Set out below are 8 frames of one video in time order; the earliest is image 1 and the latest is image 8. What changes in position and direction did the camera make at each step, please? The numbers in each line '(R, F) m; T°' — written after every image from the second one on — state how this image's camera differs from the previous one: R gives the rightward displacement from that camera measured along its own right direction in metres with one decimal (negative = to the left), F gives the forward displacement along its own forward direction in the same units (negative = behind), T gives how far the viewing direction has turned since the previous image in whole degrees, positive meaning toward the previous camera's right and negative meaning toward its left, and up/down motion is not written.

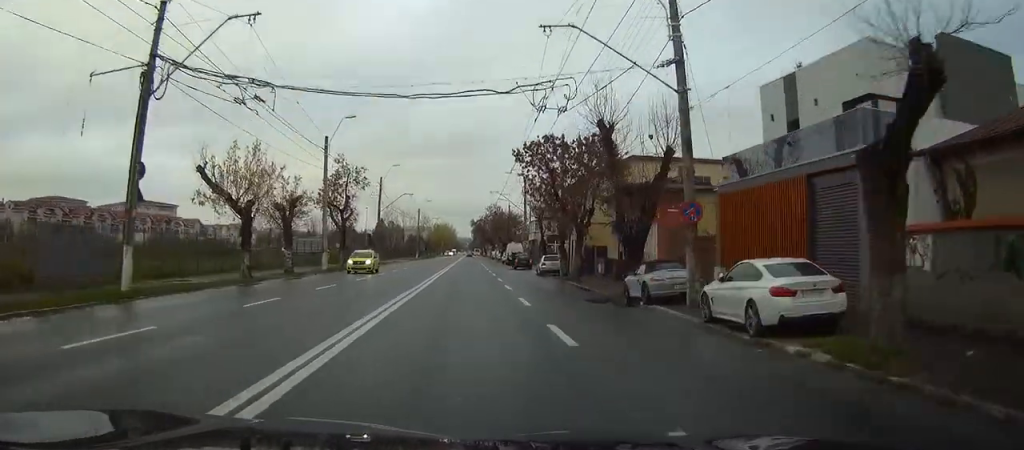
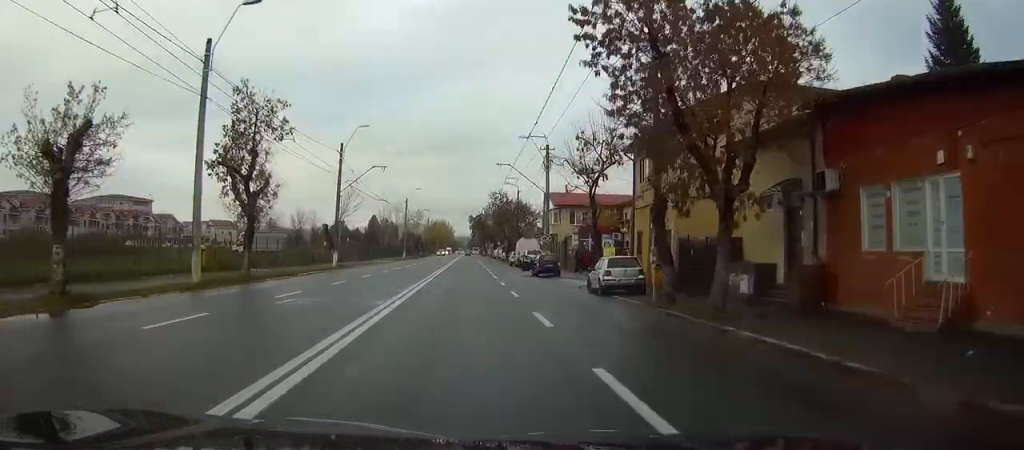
(0.0, +23.1) m; 0°
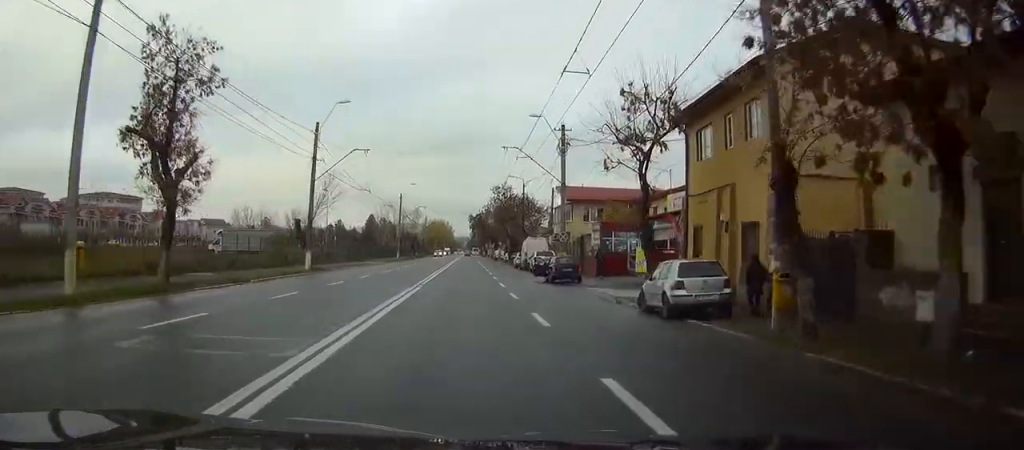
(0.0, +9.0) m; 0°
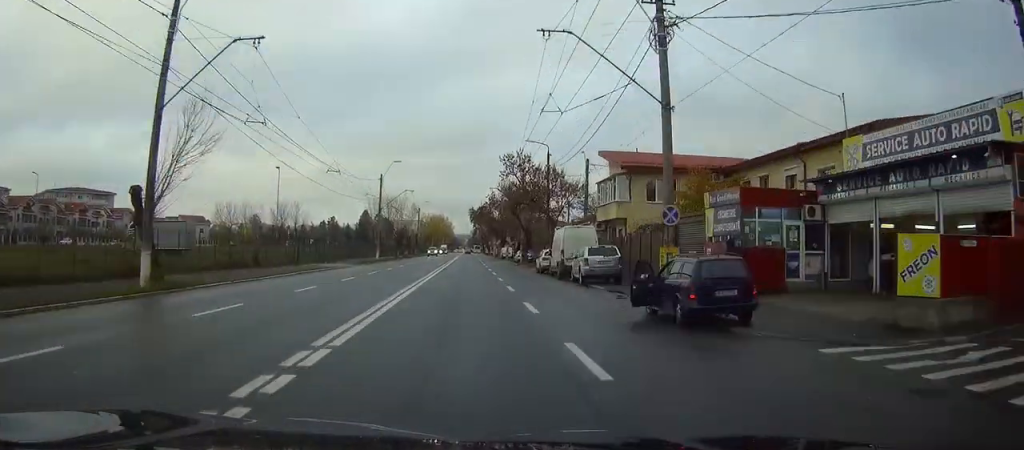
(-0.1, +23.5) m; 0°
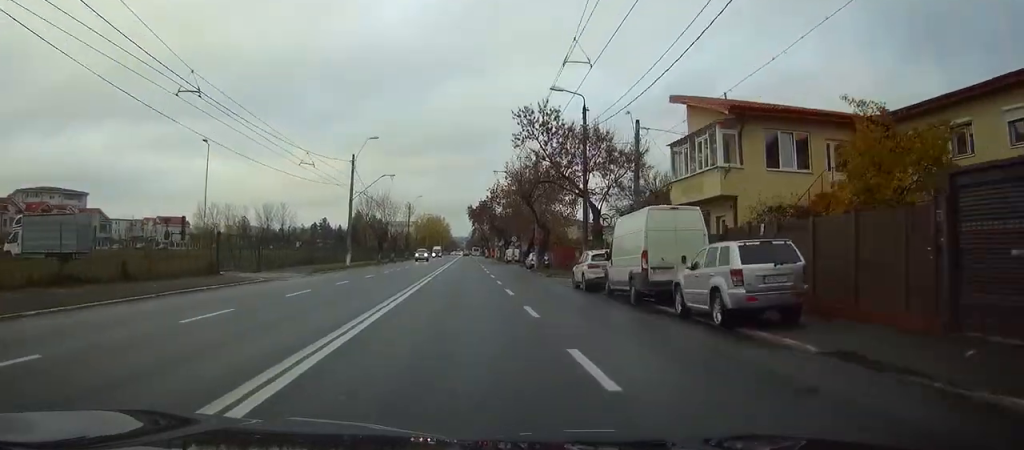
(0.0, +18.2) m; 0°
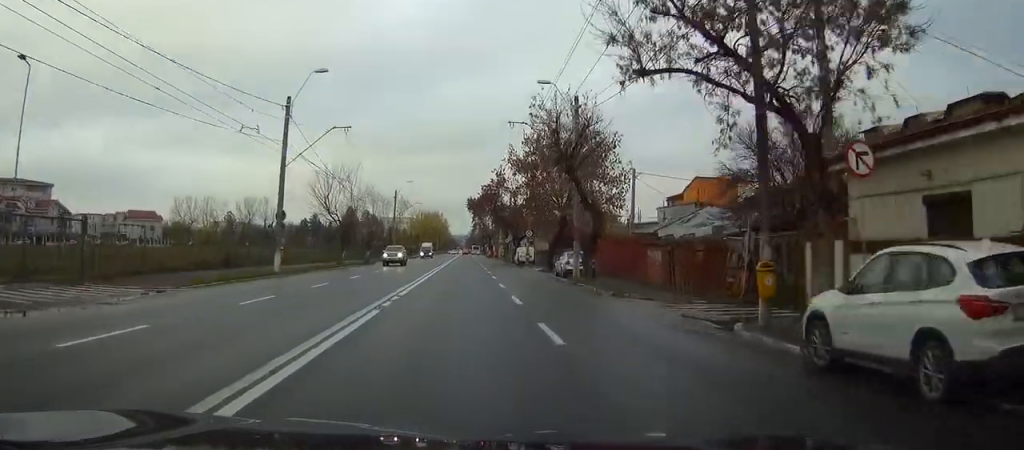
(0.0, +22.5) m; 0°
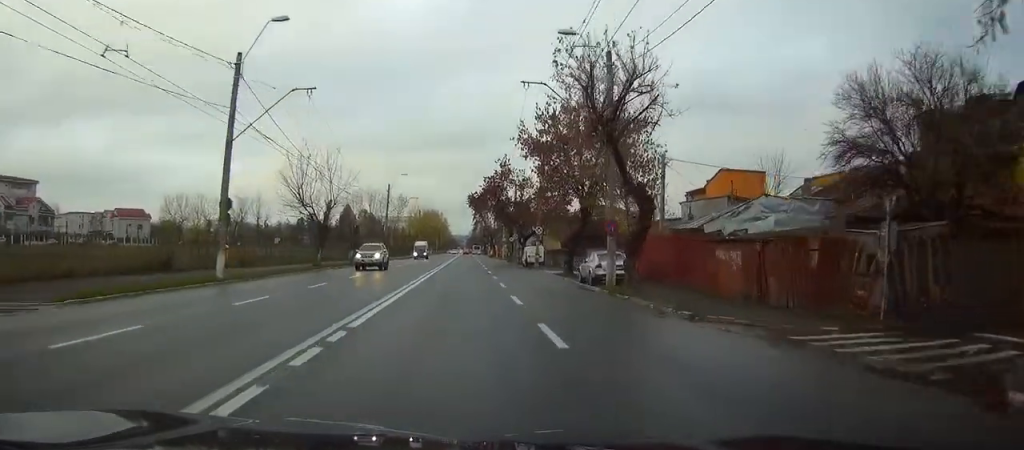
(-0.1, +9.1) m; 0°
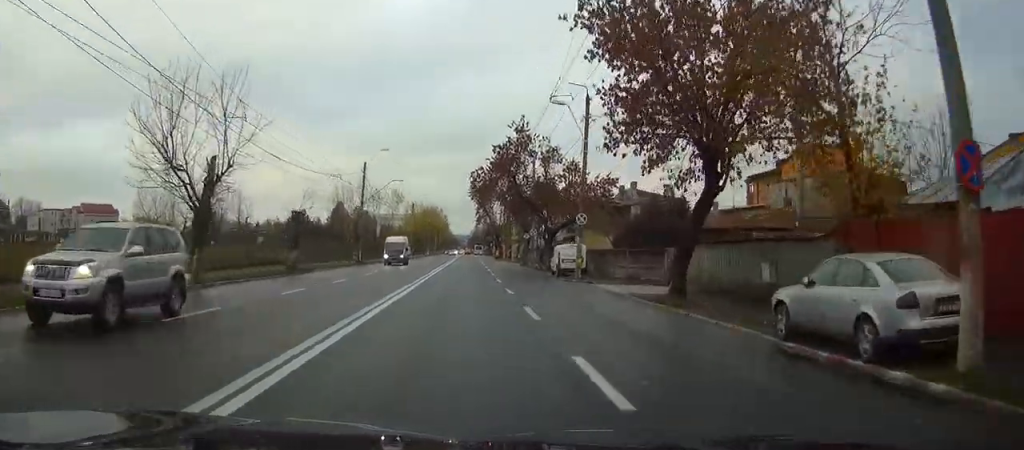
(+0.1, +21.7) m; 0°
